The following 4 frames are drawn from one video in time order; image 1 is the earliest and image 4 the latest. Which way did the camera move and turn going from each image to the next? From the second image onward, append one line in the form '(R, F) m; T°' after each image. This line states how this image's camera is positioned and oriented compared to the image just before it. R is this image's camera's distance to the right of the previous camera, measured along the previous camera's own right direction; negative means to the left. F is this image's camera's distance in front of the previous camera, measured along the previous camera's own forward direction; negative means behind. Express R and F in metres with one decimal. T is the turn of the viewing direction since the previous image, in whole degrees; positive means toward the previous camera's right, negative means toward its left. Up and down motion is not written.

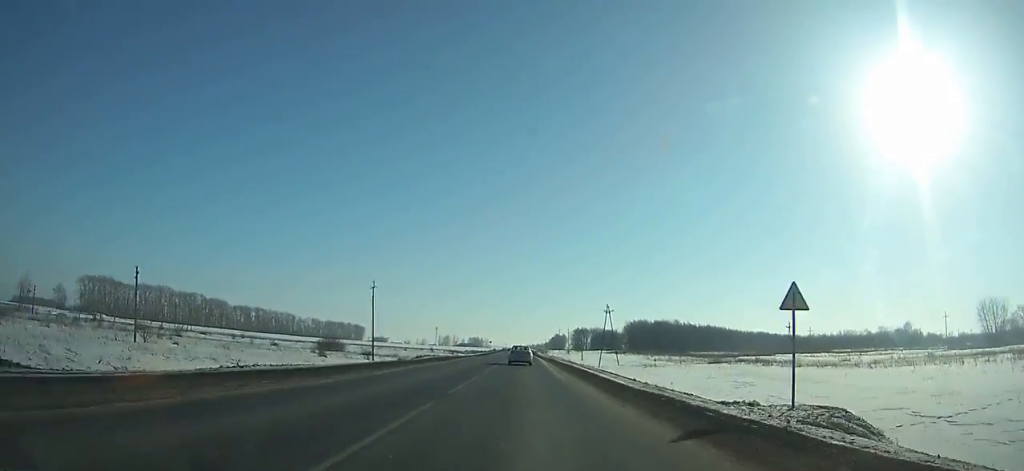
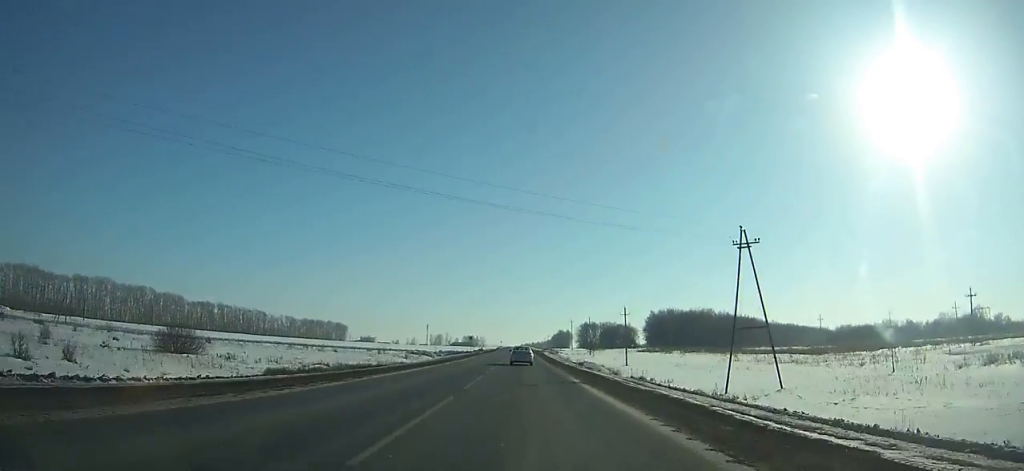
(+0.1, +68.9) m; 0°
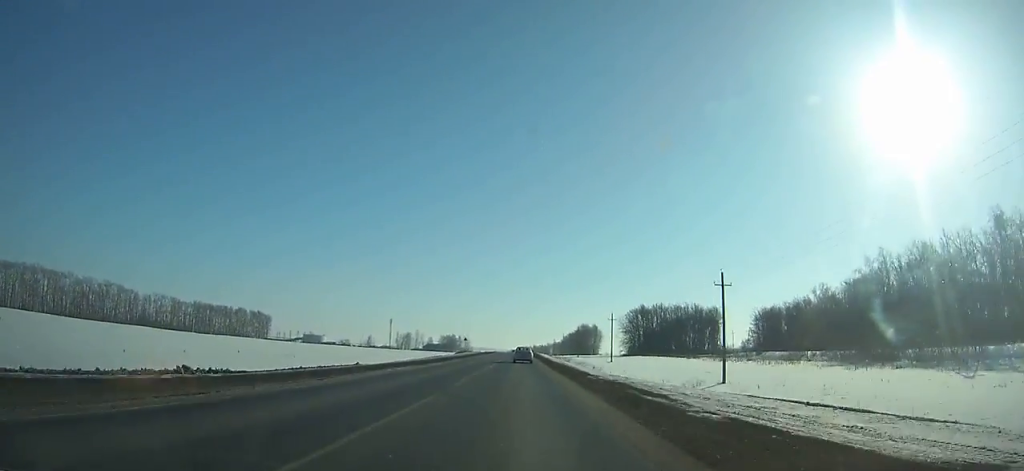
(-1.3, +205.3) m; 0°
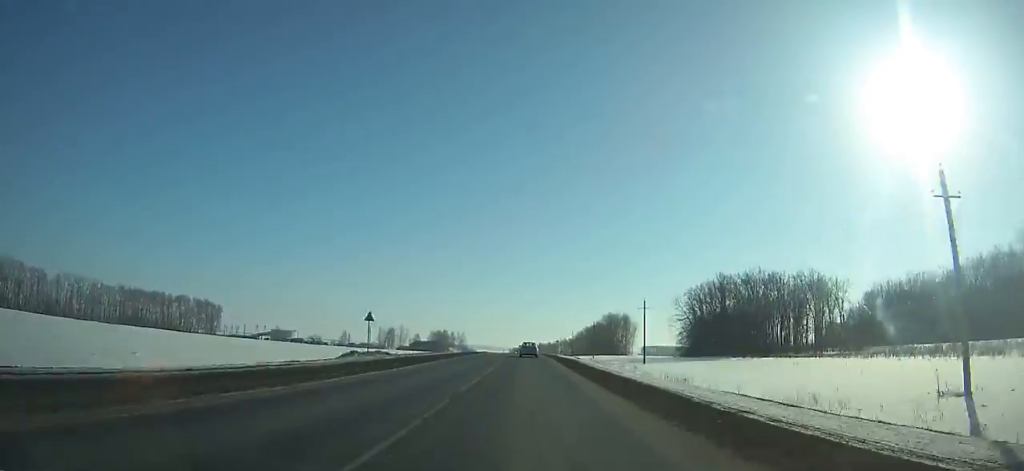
(+0.3, +85.3) m; 0°
